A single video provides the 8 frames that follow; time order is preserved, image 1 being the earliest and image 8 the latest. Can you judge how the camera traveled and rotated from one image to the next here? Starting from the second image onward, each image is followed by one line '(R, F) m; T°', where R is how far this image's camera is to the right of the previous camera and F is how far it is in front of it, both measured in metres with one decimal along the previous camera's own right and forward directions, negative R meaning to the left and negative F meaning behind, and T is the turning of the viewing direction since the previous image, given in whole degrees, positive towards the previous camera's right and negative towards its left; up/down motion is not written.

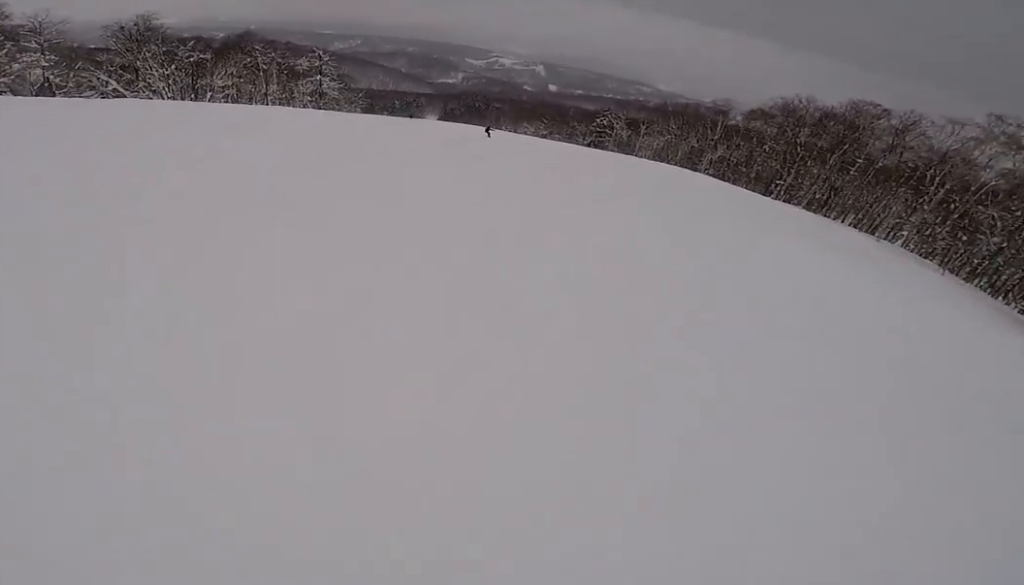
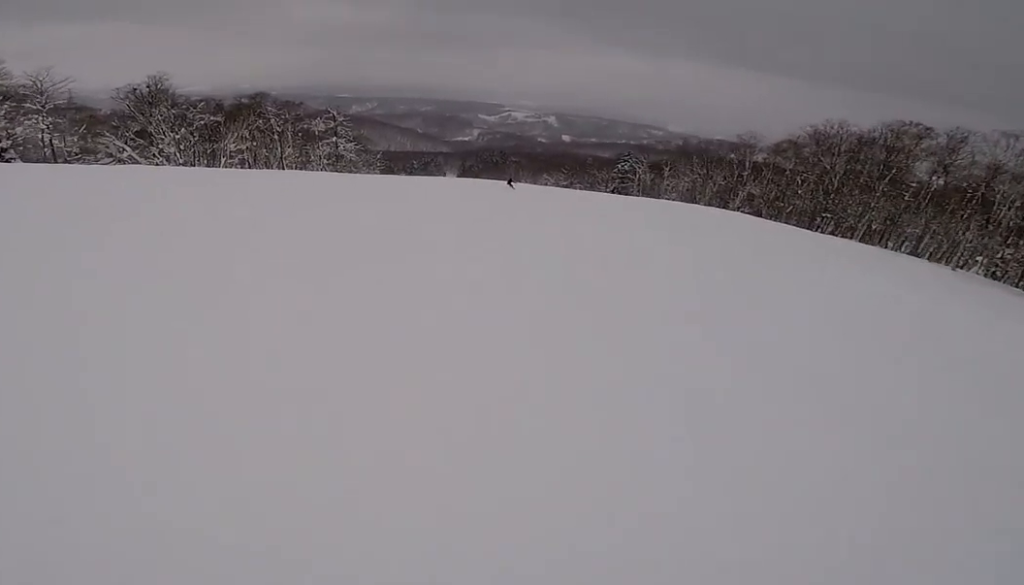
(+0.2, +5.4) m; +1°
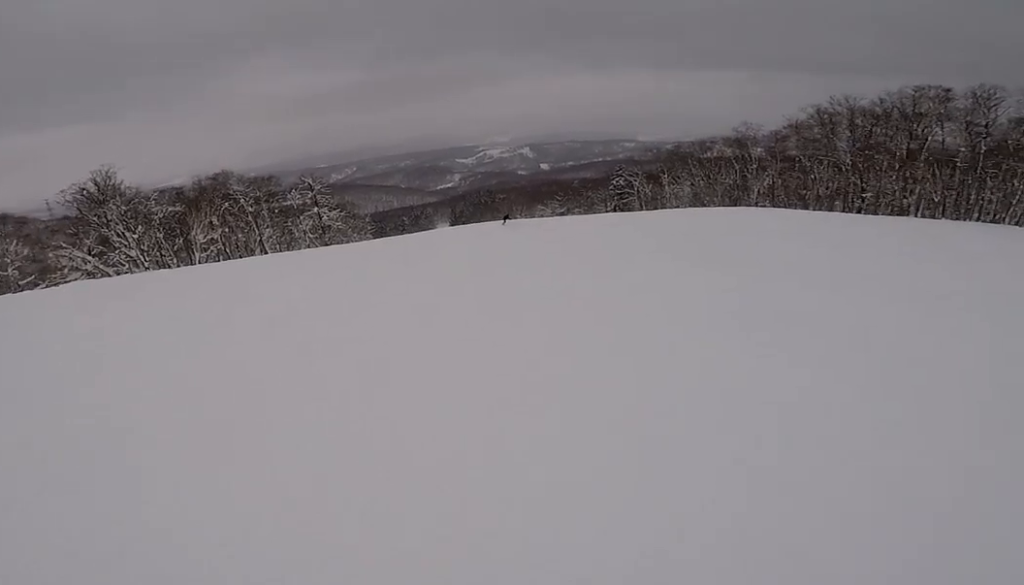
(+0.9, +9.2) m; +6°
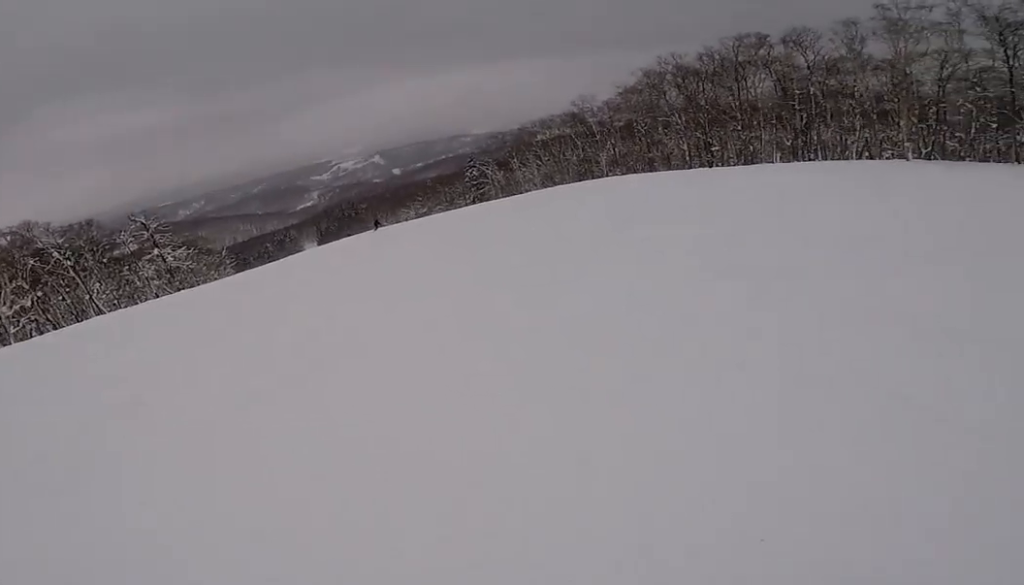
(0.0, +8.4) m; +4°
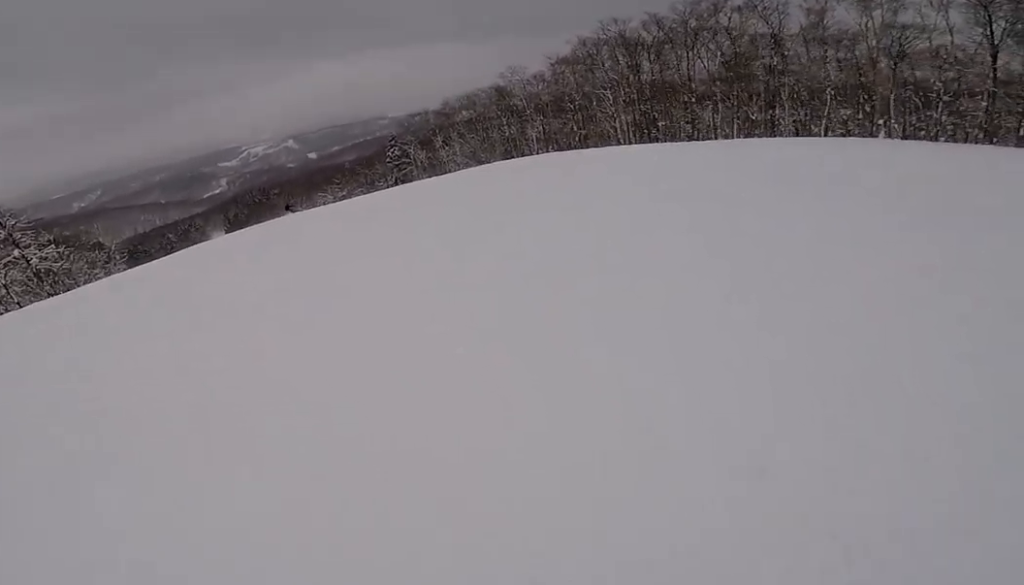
(+0.5, +9.6) m; +9°
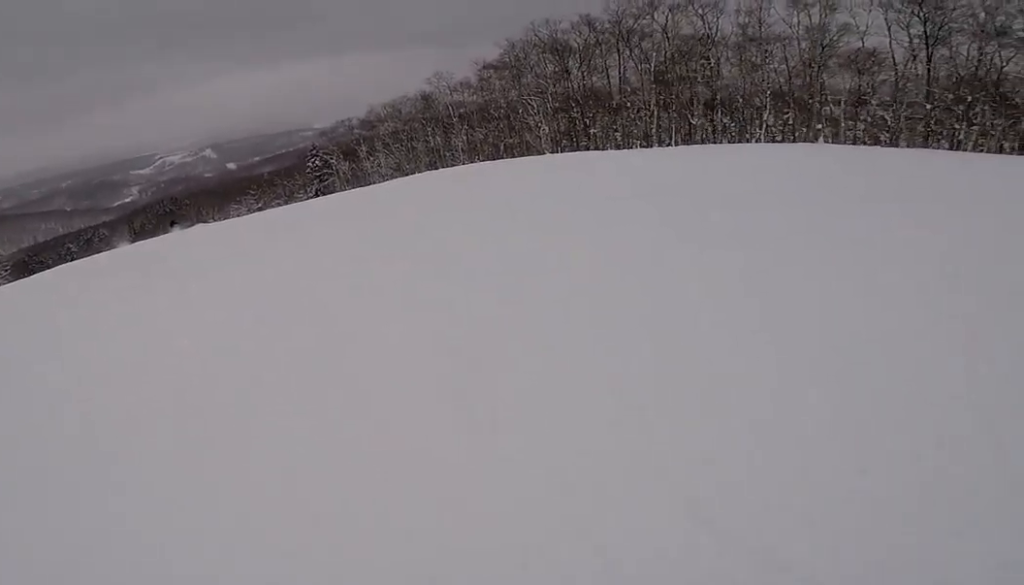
(+0.3, +7.4) m; +7°
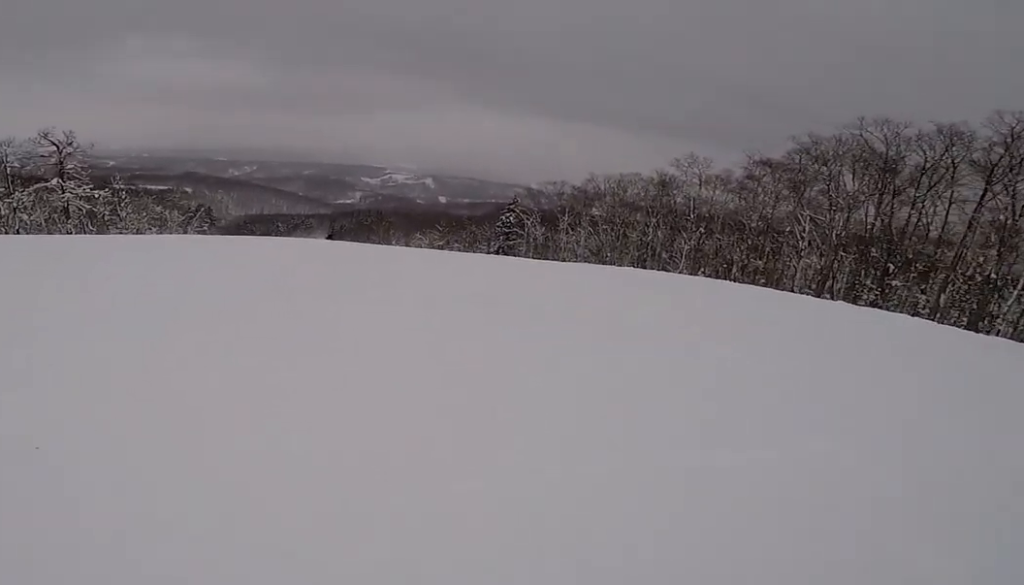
(+1.2, +11.5) m; -8°
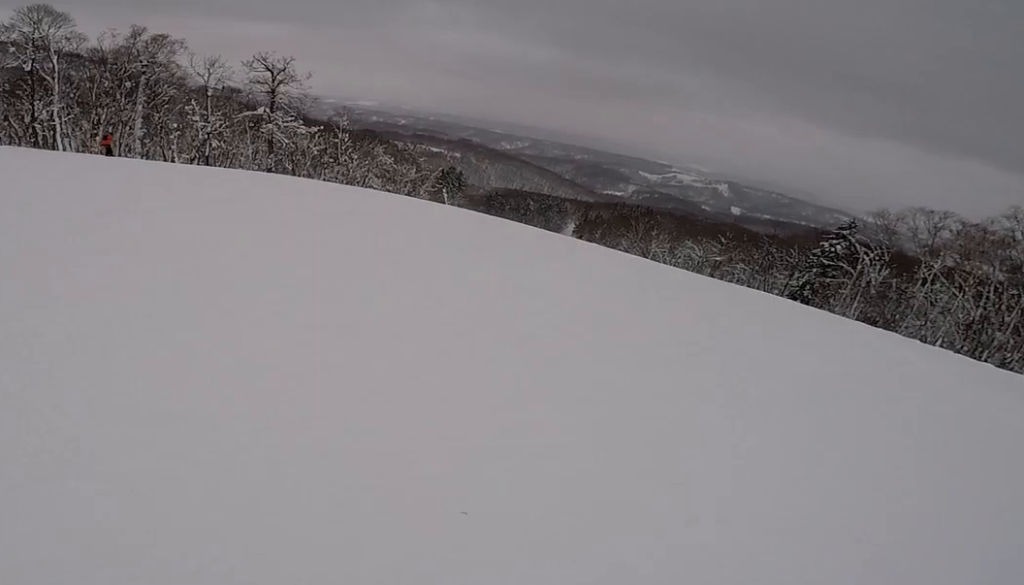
(-6.7, +18.3) m; -25°
